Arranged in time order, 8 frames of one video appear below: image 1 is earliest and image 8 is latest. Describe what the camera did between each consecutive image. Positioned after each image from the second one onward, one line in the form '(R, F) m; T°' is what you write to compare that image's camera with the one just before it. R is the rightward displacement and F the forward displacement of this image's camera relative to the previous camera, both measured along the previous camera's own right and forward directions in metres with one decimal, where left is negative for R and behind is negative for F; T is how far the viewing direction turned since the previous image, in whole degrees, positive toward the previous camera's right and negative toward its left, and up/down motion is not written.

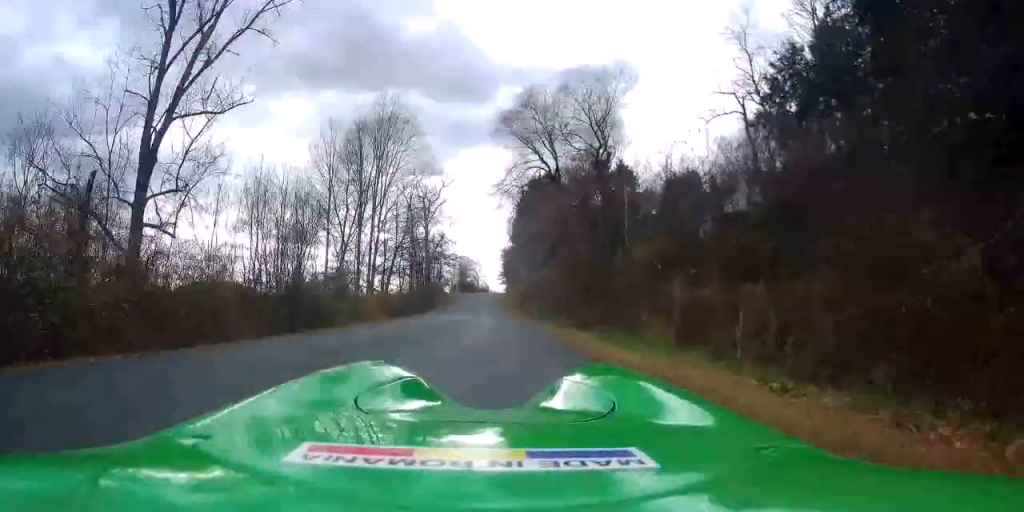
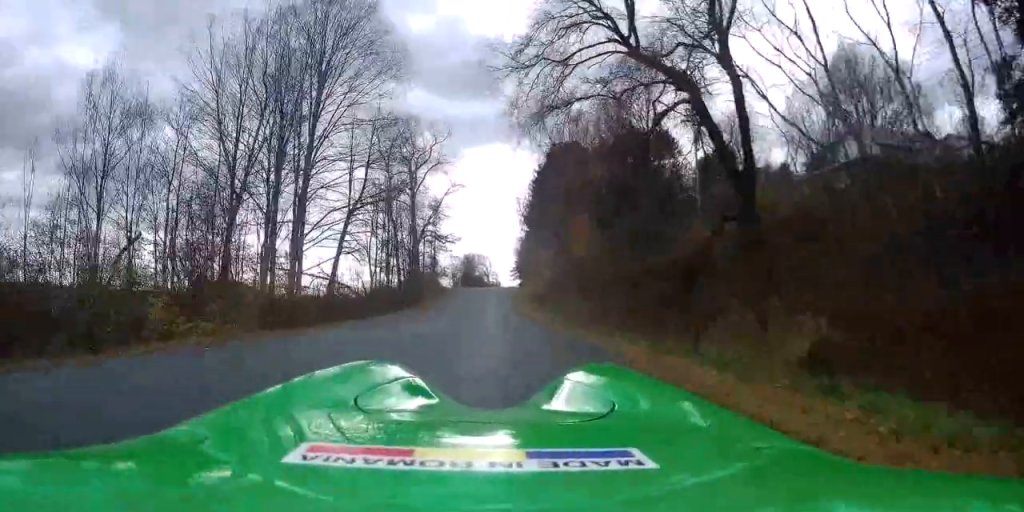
(-0.6, +24.4) m; -2°
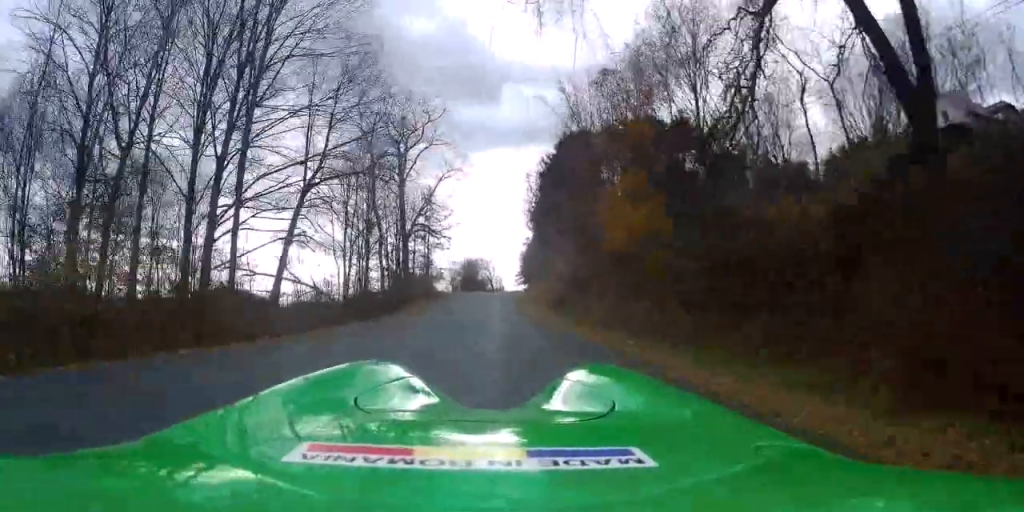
(+0.6, +10.9) m; -3°
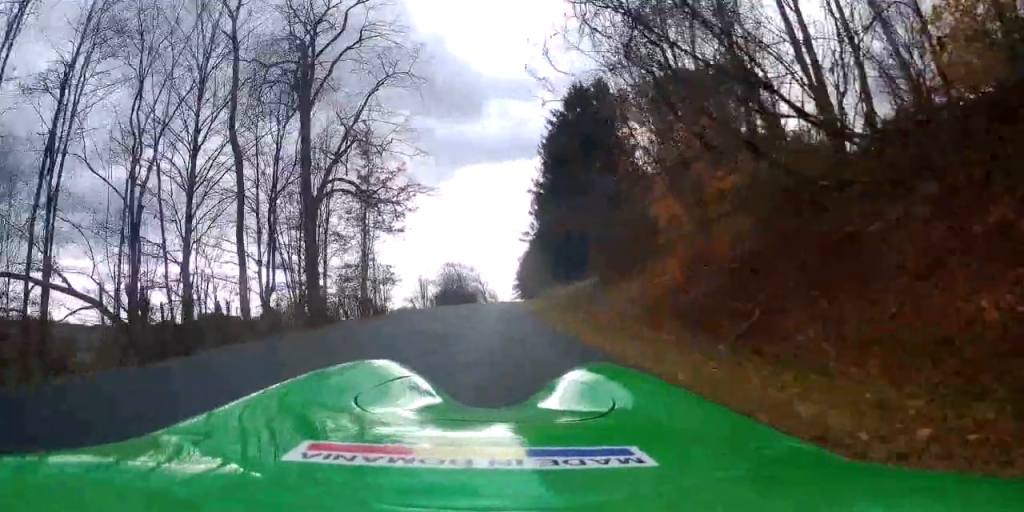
(+1.1, +27.9) m; +7°
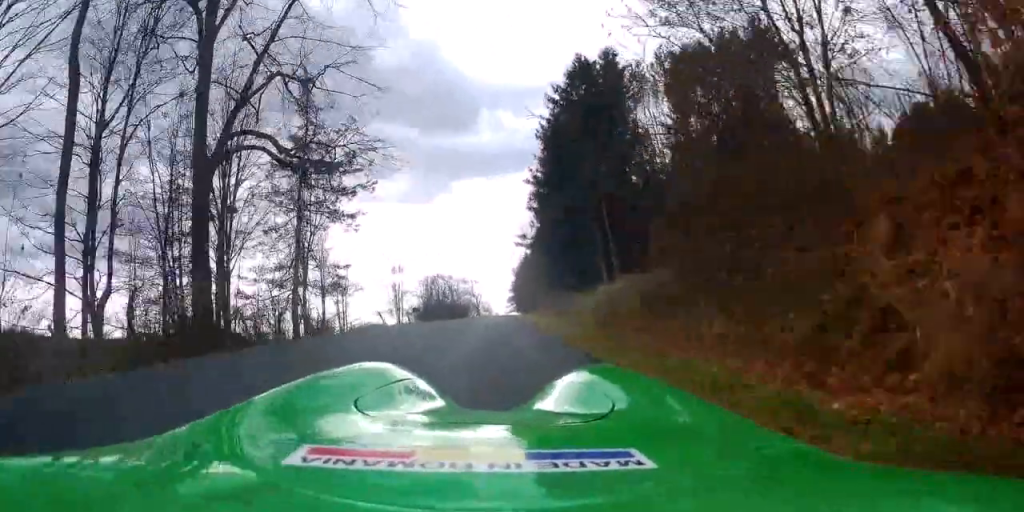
(-0.3, +10.8) m; -2°
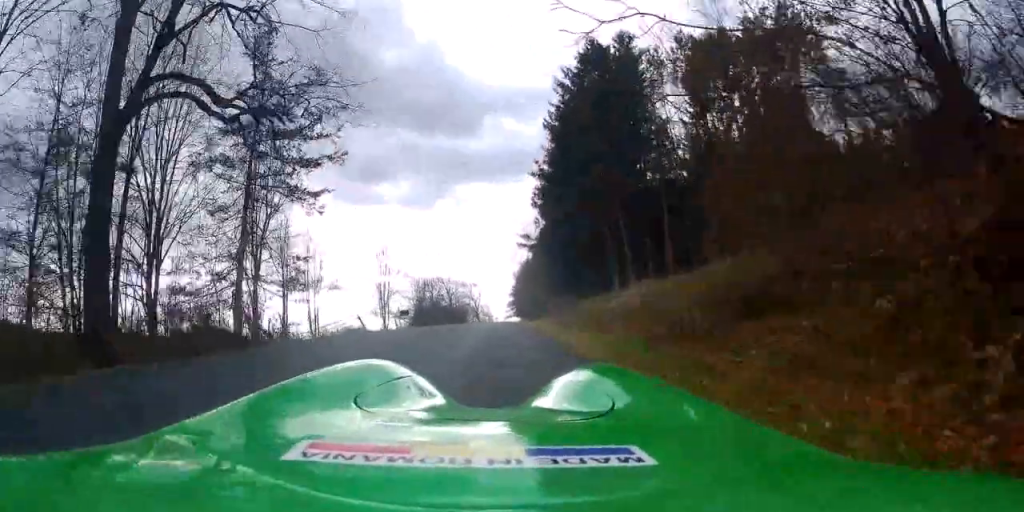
(-0.1, +5.4) m; -2°
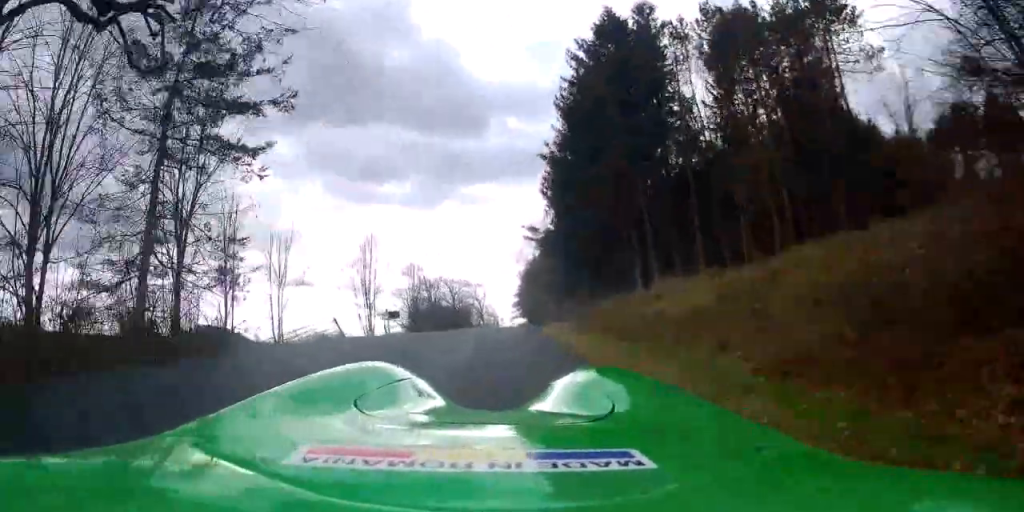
(-0.1, +5.8) m; 0°
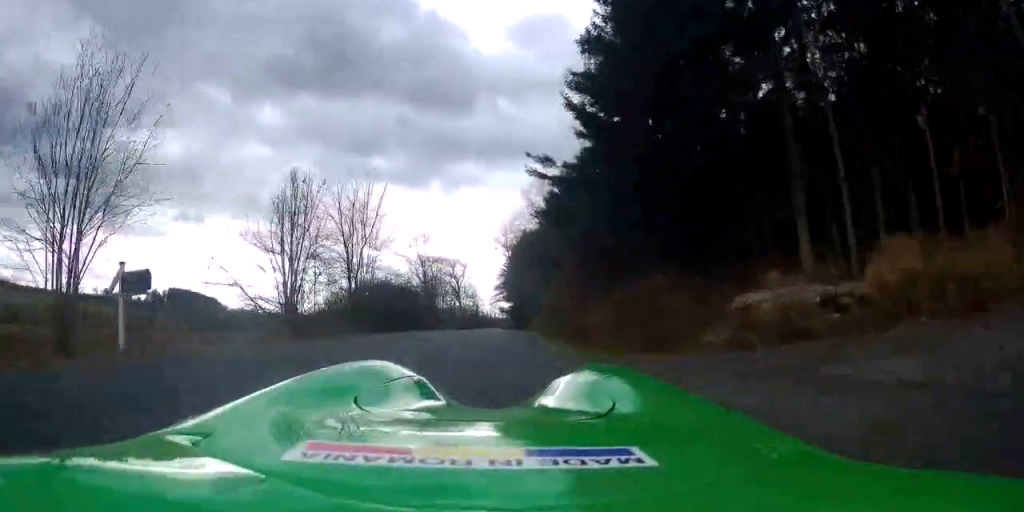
(+0.1, +25.8) m; +1°
